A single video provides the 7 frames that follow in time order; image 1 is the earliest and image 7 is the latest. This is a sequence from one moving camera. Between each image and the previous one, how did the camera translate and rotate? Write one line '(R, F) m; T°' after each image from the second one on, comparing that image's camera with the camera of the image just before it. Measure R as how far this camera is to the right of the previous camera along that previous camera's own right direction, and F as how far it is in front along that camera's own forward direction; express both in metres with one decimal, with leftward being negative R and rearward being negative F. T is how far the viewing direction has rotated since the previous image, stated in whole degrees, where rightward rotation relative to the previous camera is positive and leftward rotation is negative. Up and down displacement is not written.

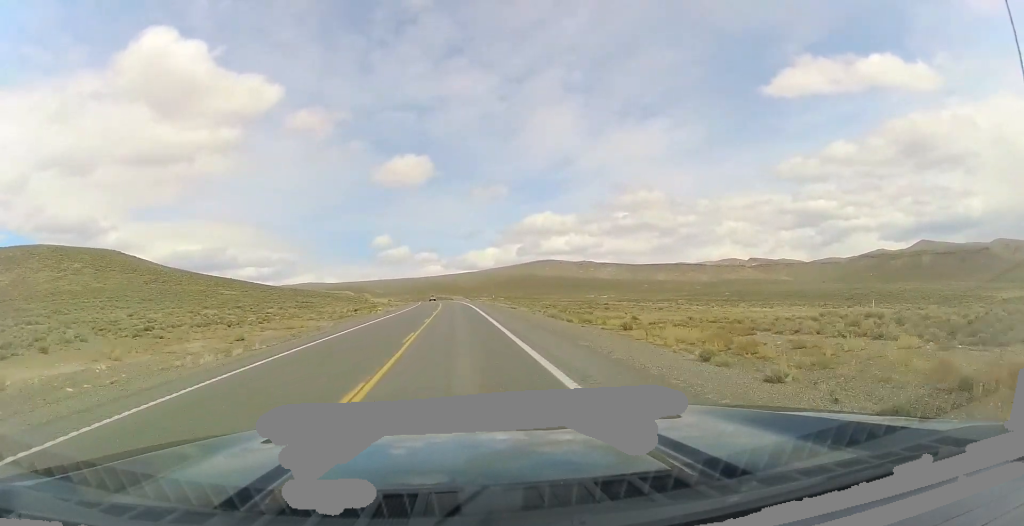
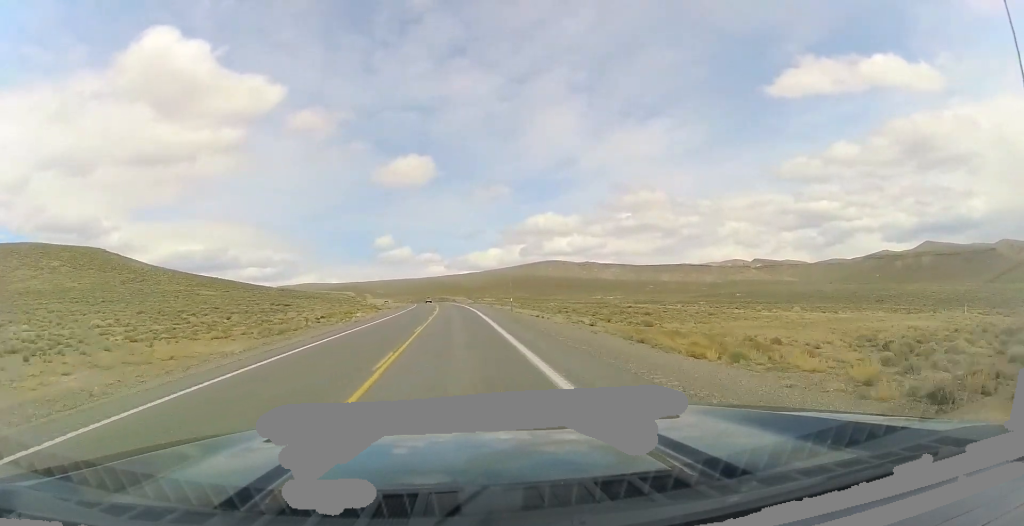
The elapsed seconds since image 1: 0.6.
(0.0, +18.1) m; 0°
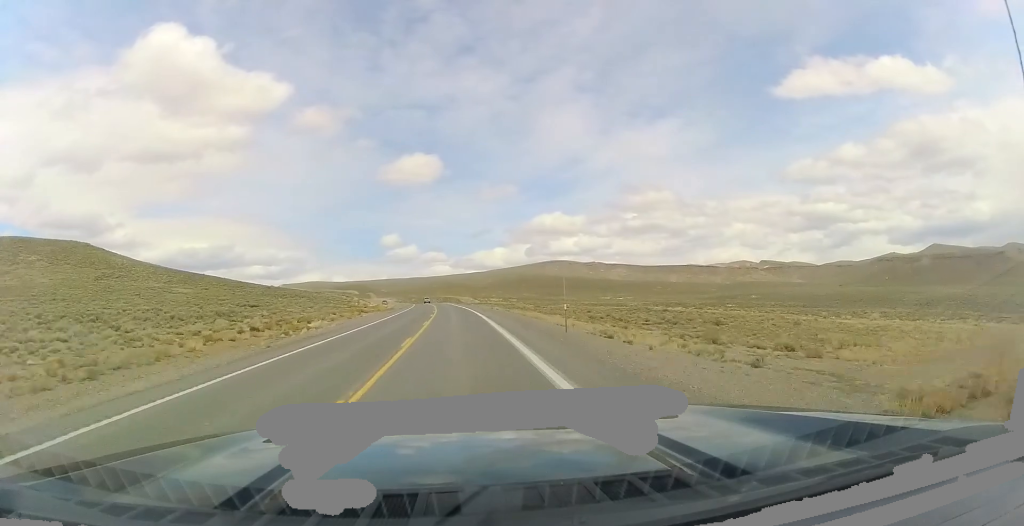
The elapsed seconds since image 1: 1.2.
(0.0, +19.2) m; -1°
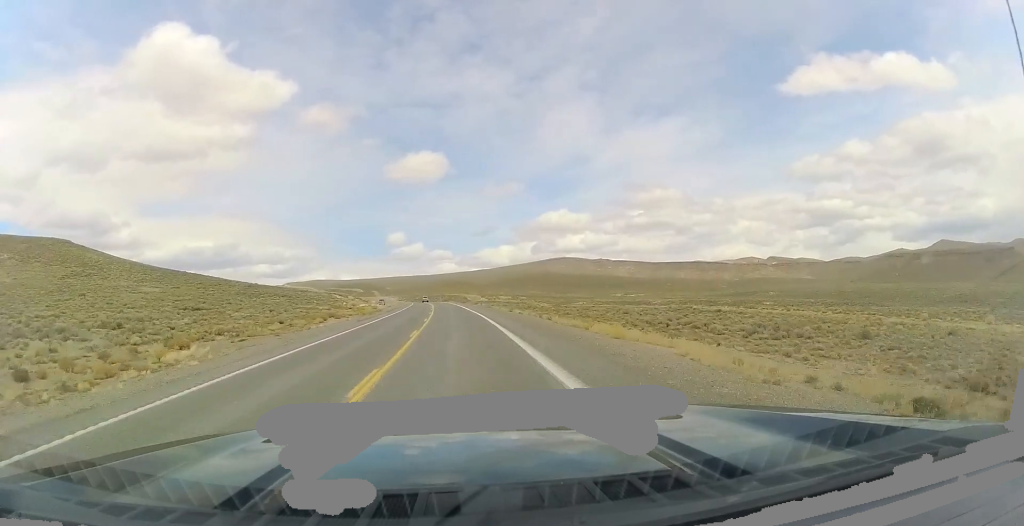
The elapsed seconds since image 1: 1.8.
(-0.1, +21.1) m; -1°
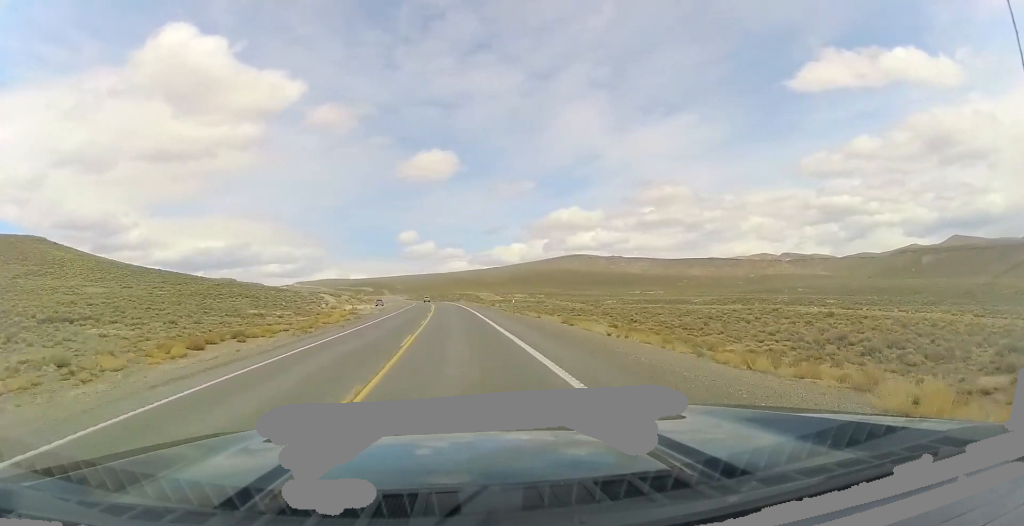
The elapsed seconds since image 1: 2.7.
(-0.6, +27.4) m; -1°
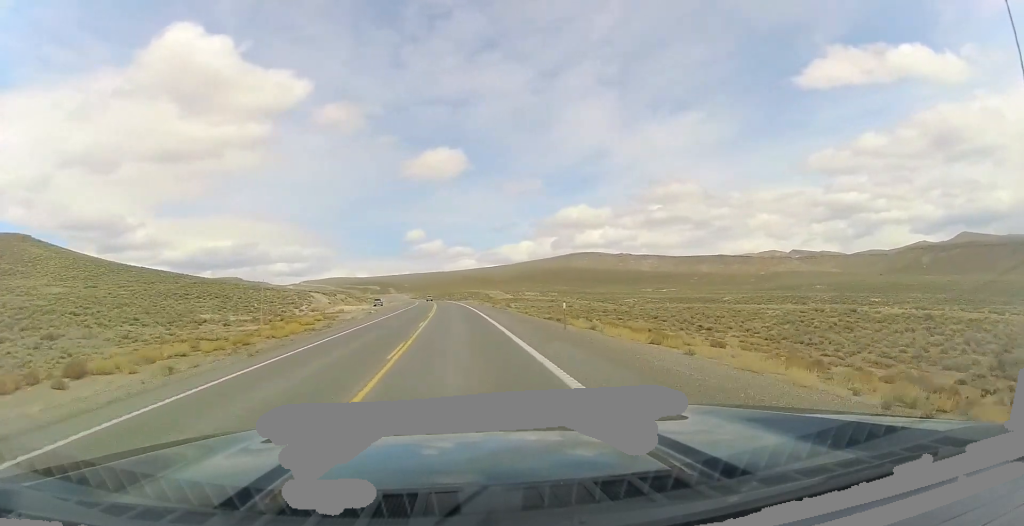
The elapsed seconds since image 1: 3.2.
(-0.1, +15.7) m; 0°
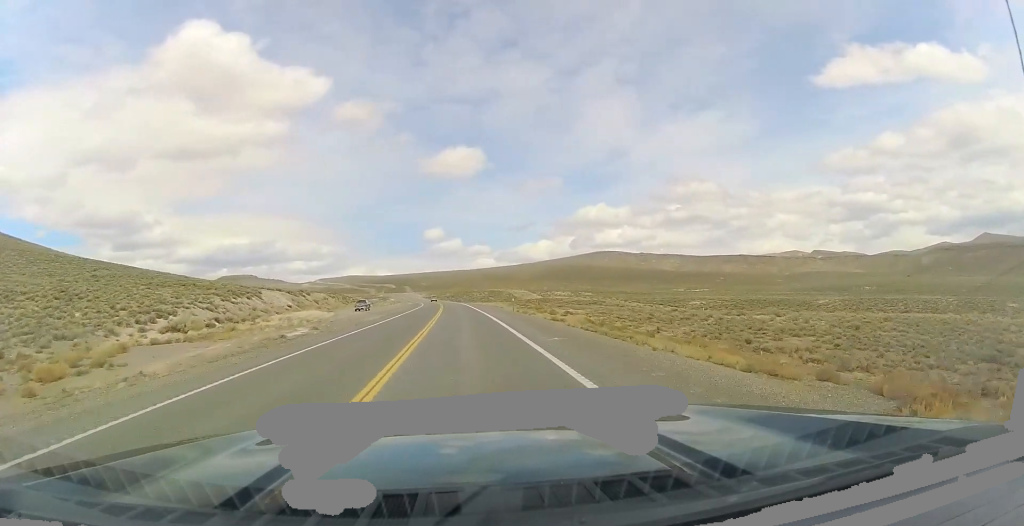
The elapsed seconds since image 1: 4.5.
(0.0, +40.8) m; -1°
